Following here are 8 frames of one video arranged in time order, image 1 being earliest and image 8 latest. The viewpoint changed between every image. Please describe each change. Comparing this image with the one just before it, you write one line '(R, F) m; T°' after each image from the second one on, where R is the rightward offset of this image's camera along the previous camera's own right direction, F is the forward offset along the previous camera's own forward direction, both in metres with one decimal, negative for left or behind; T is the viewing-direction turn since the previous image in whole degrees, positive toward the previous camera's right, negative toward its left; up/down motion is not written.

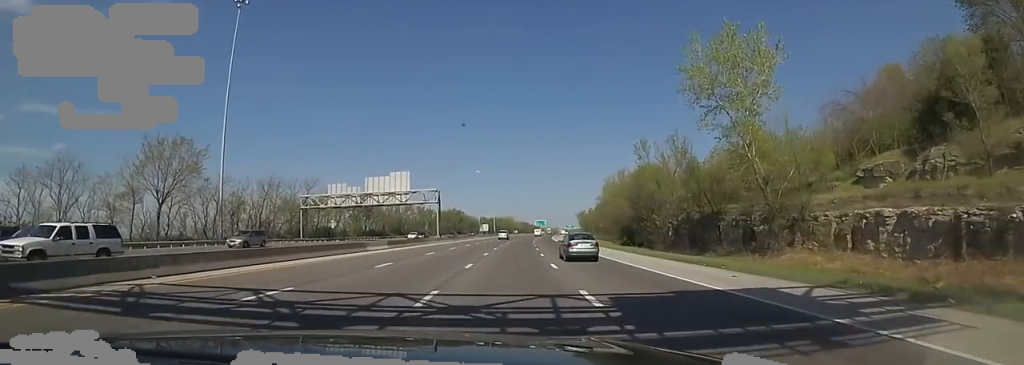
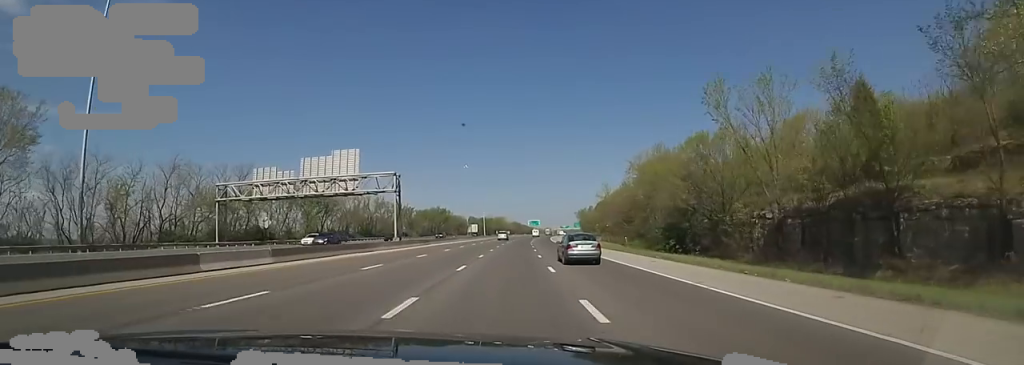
(0.0, +21.1) m; +1°
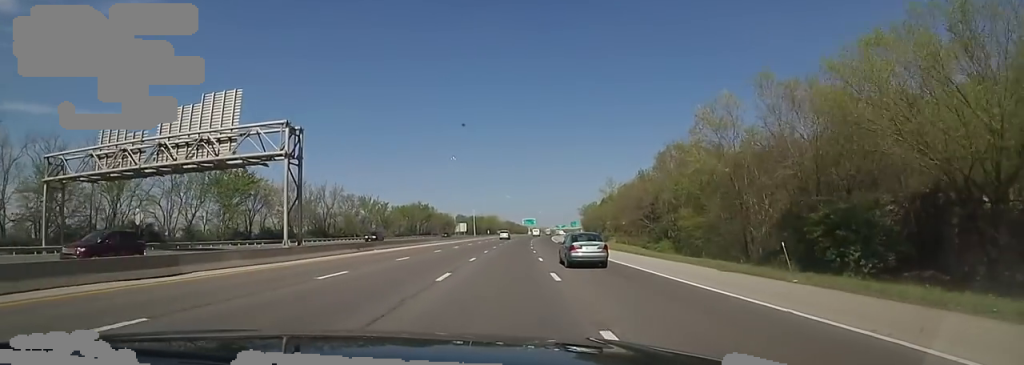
(+0.1, +23.4) m; +2°
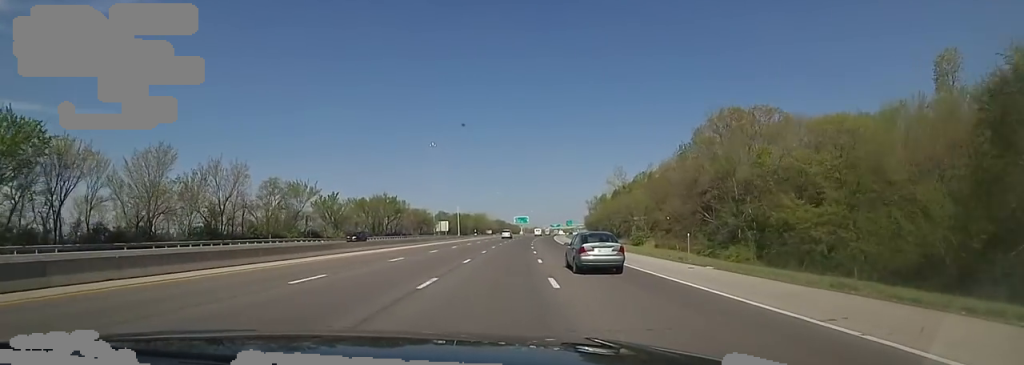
(+1.1, +31.4) m; +2°
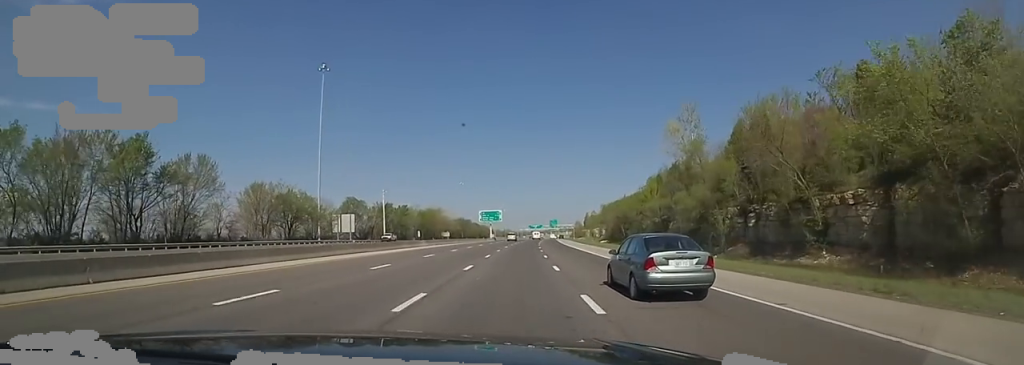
(+2.3, +83.2) m; +5°
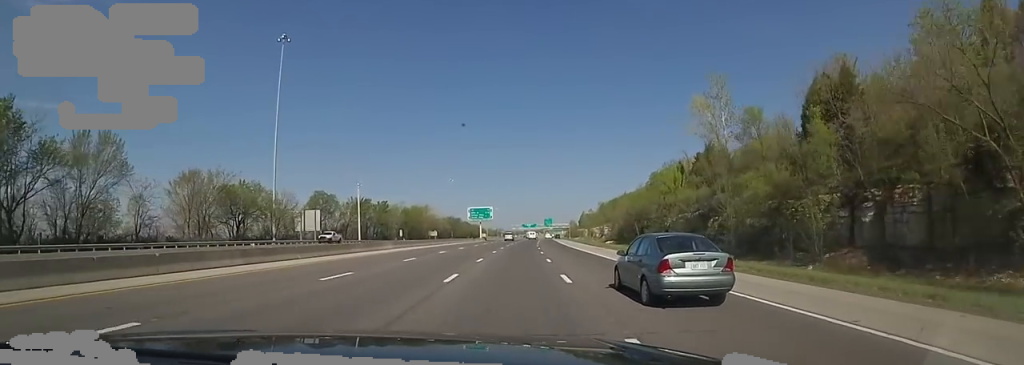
(+0.3, +14.6) m; +1°
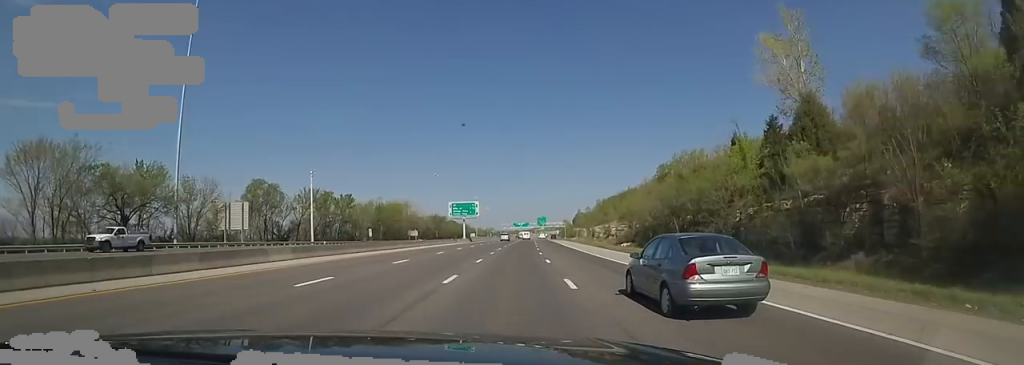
(-0.2, +21.3) m; 0°
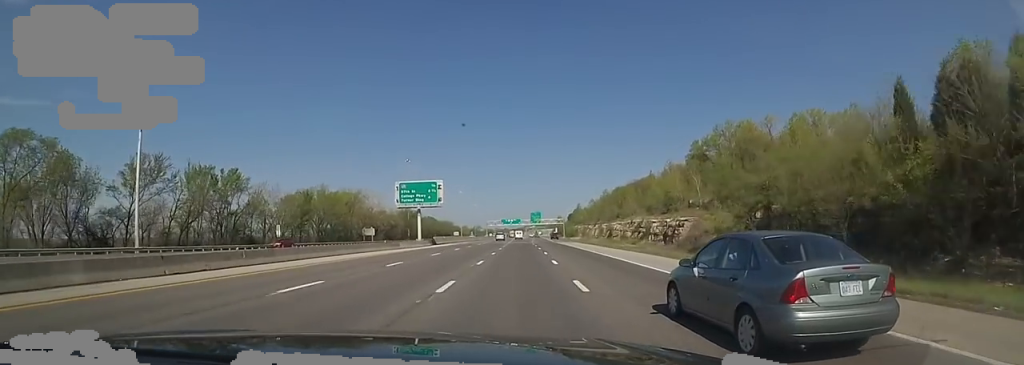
(+0.2, +41.5) m; 0°
